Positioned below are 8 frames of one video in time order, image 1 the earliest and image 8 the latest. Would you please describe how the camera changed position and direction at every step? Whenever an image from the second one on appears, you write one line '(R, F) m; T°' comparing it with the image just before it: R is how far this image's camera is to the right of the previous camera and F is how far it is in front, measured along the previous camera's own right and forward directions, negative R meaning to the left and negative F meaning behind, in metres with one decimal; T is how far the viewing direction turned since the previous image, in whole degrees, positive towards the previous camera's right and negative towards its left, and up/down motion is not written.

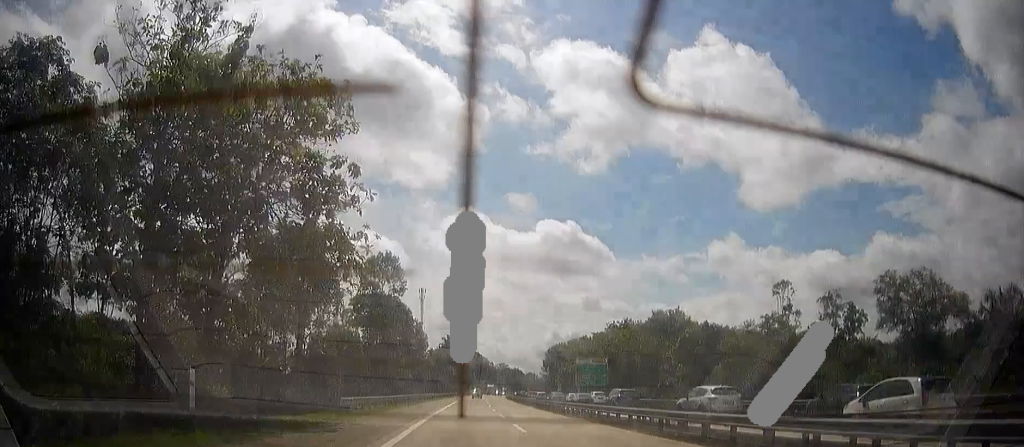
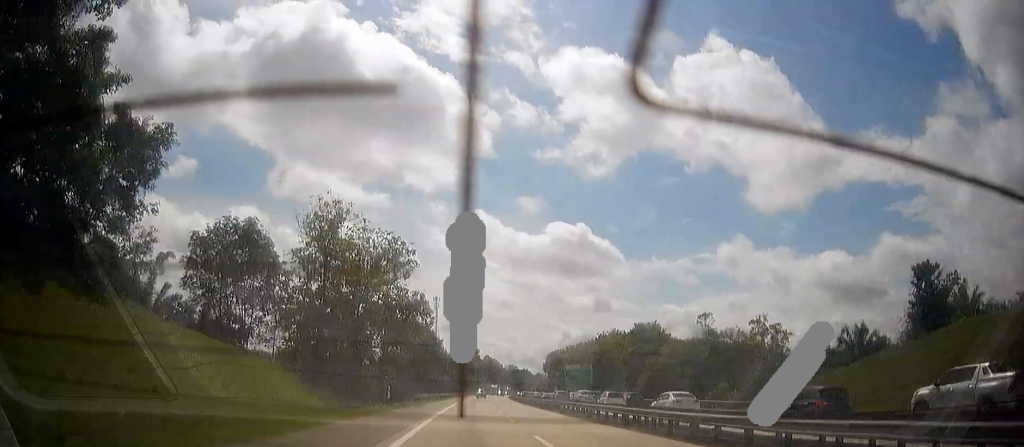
(+0.2, +30.9) m; +1°
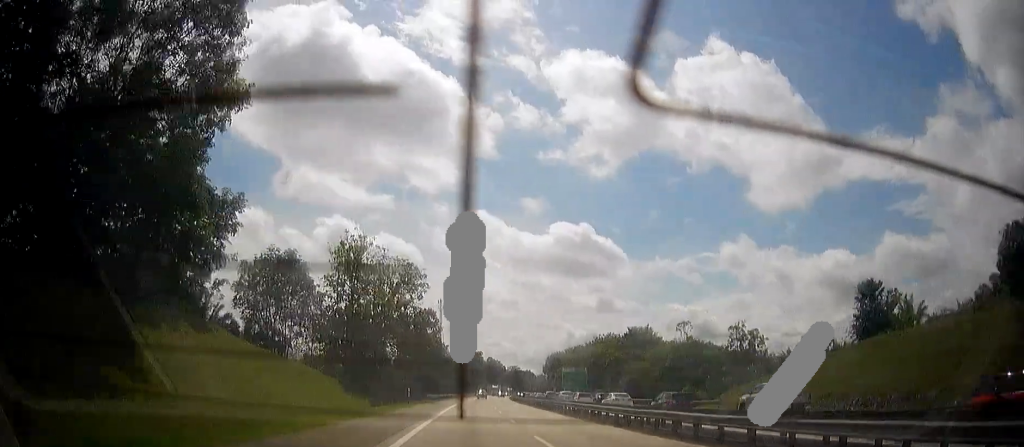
(+0.1, +11.9) m; 0°
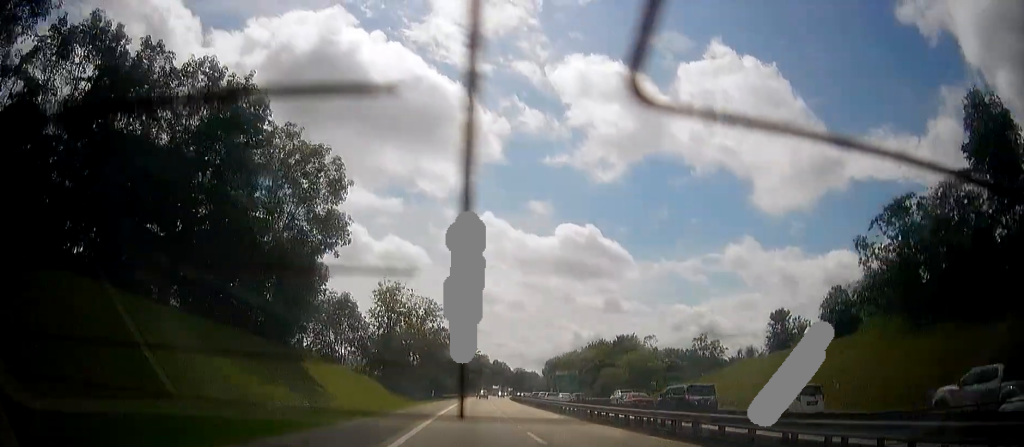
(+0.2, +27.3) m; +1°
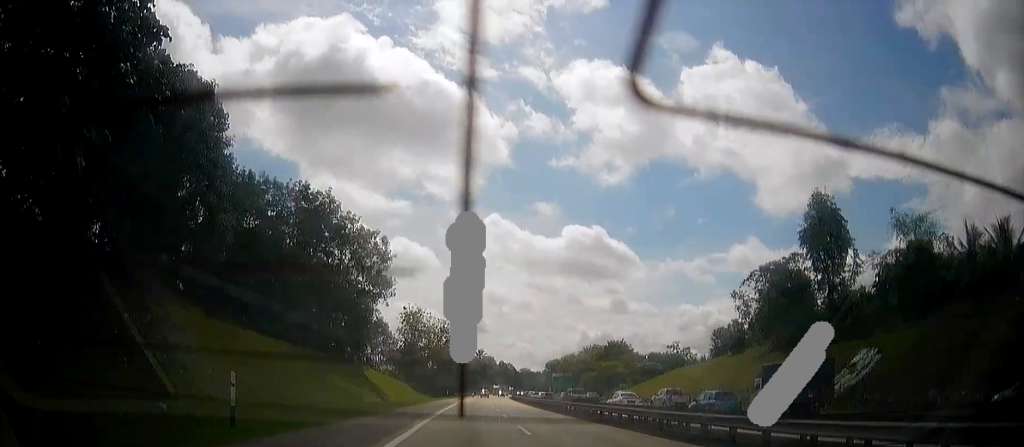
(+0.1, +26.1) m; +1°
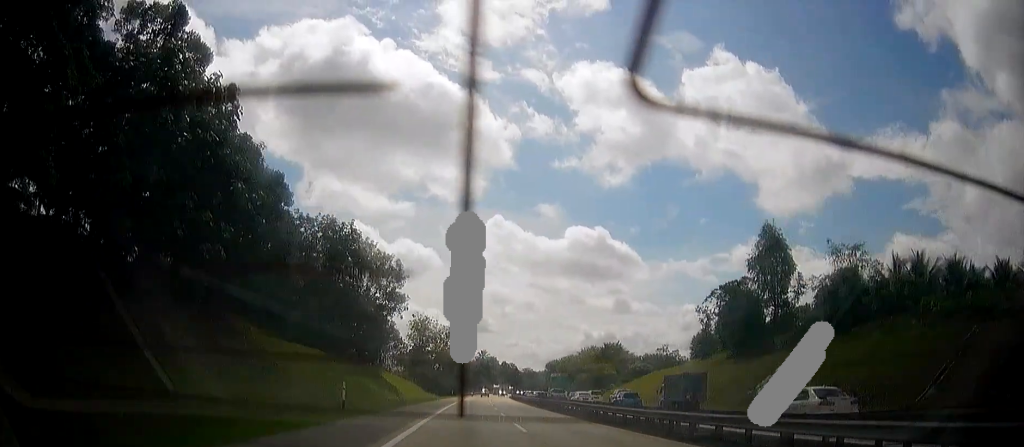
(+0.1, +13.1) m; 0°
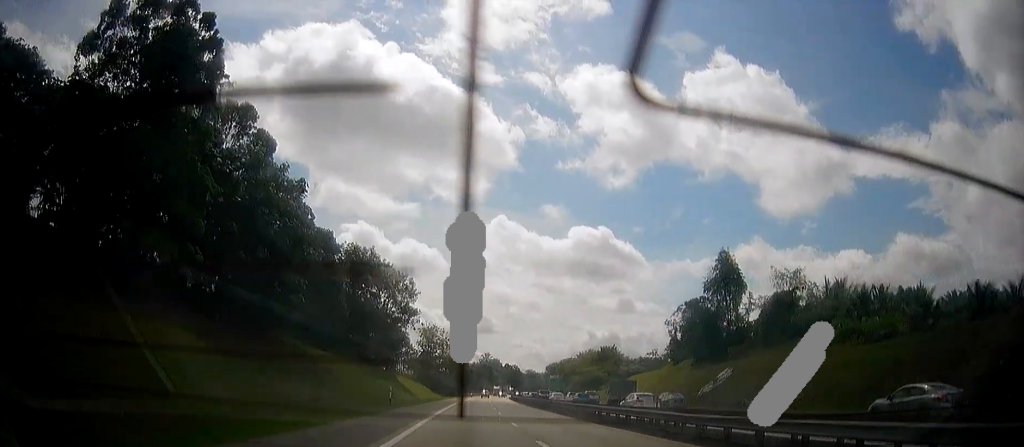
(0.0, +15.4) m; 0°
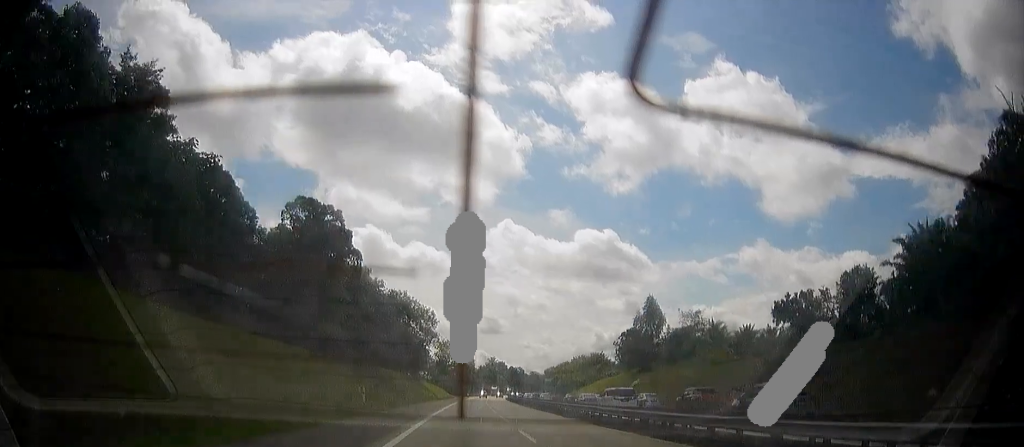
(+0.5, +41.5) m; +1°
